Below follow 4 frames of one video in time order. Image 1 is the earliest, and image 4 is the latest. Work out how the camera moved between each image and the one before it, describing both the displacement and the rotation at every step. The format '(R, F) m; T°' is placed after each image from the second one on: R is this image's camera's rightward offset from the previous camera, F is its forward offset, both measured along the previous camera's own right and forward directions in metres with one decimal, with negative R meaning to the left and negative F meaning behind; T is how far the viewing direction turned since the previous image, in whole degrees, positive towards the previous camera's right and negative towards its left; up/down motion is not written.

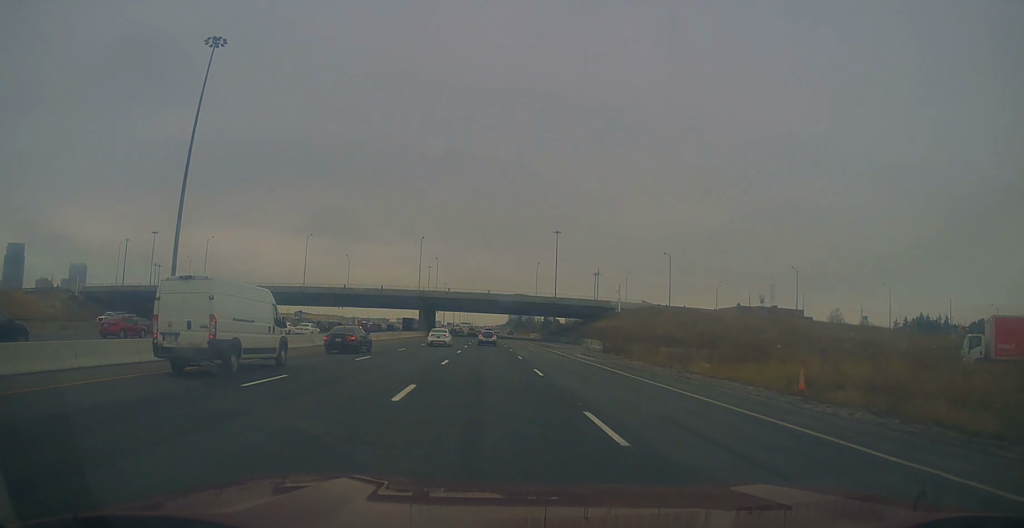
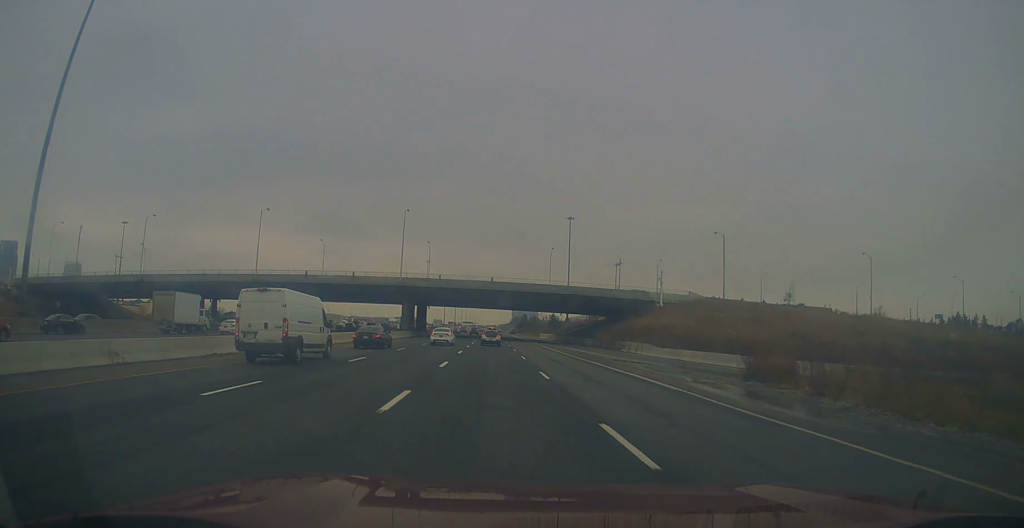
(0.0, +25.9) m; 0°
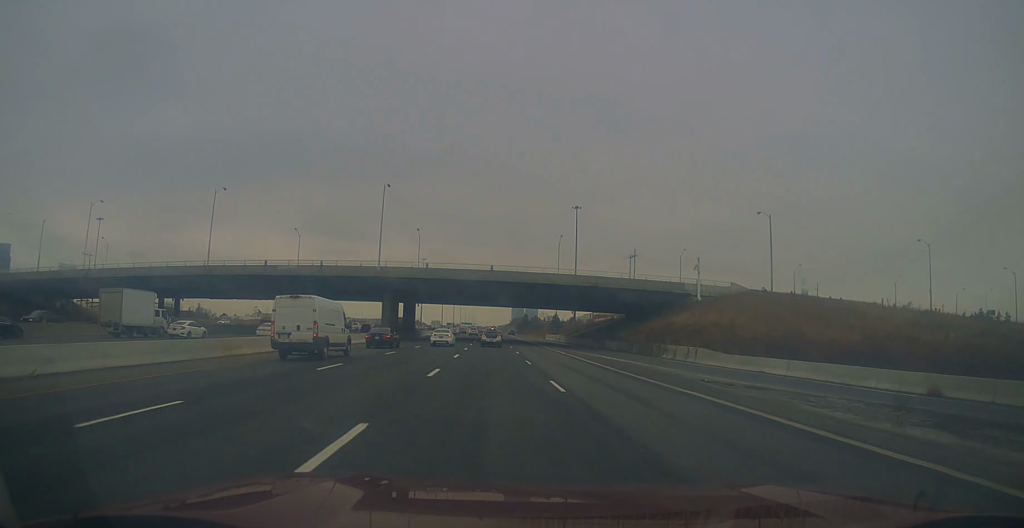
(0.0, +16.3) m; 0°
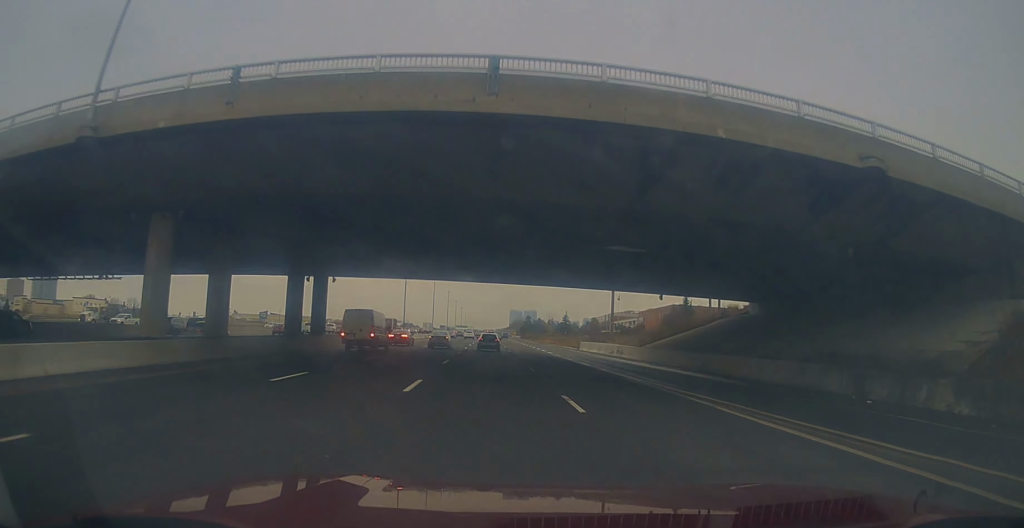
(+0.2, +52.7) m; 0°
